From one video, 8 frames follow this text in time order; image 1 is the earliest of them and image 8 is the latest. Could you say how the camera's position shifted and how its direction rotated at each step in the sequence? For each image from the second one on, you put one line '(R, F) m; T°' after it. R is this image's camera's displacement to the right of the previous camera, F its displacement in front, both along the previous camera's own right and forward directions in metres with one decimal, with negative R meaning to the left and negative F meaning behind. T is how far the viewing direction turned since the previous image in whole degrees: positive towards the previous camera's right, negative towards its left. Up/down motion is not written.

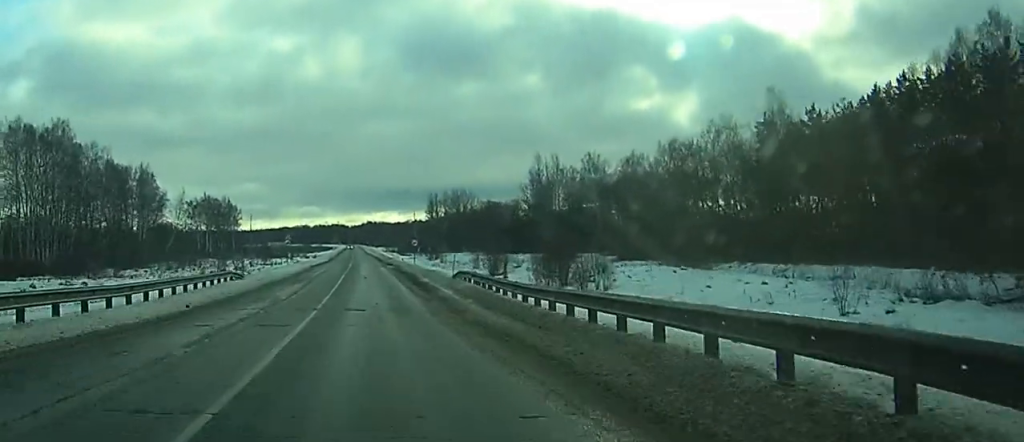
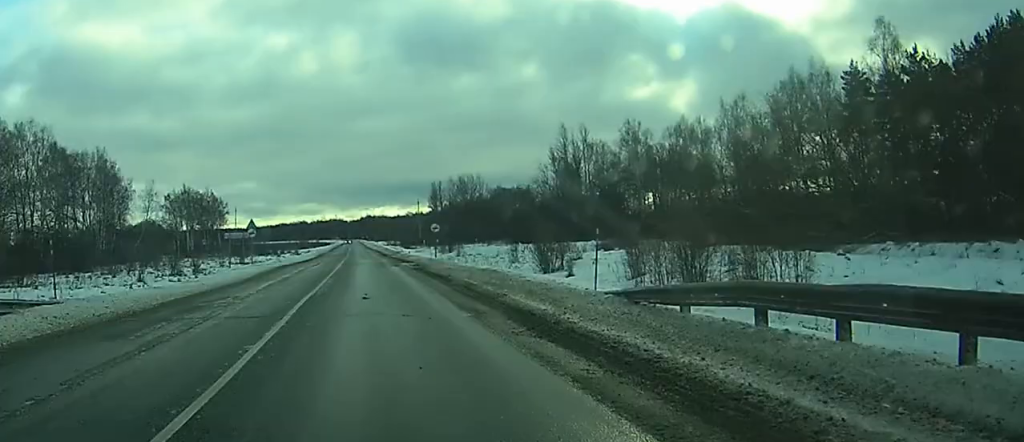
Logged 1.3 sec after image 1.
(0.0, +31.5) m; 0°
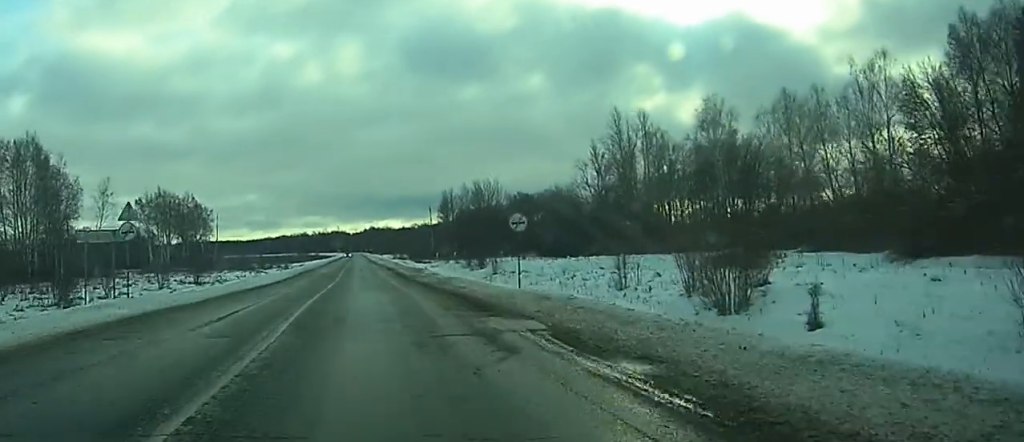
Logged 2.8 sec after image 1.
(+0.1, +37.2) m; 0°
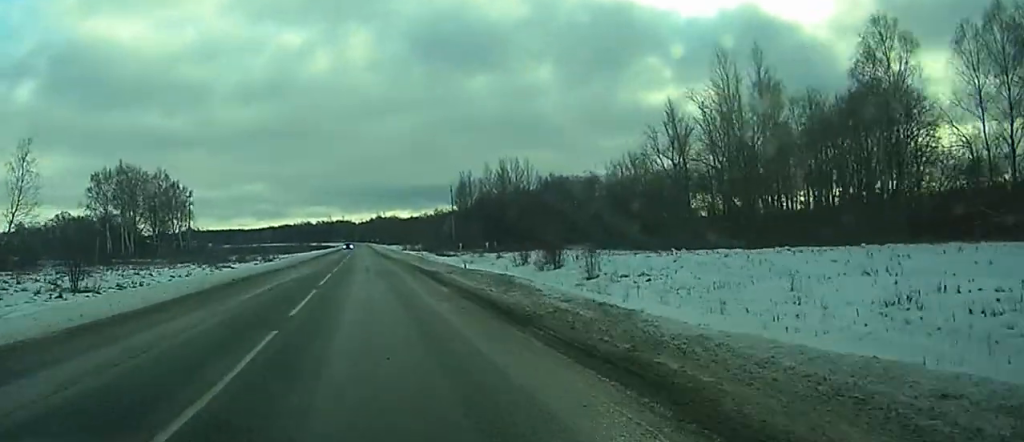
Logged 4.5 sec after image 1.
(0.0, +41.9) m; 0°
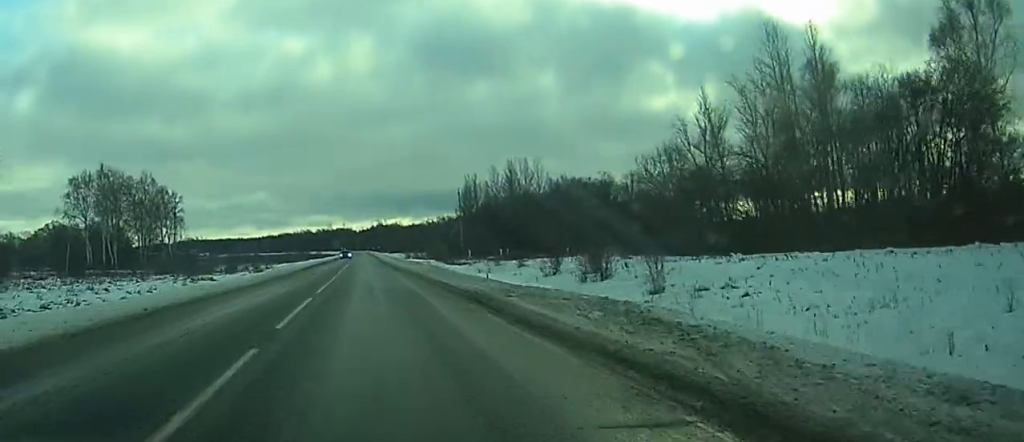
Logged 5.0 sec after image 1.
(0.0, +13.9) m; 0°
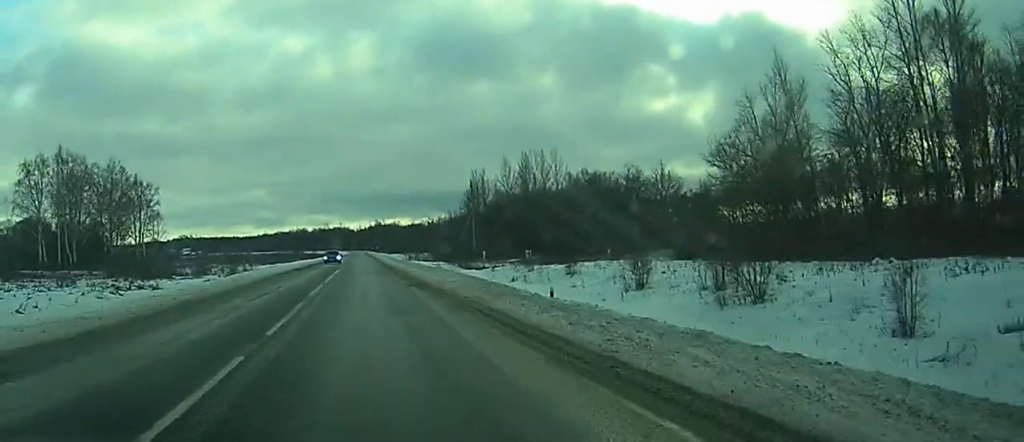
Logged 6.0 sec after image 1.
(0.0, +23.9) m; 0°
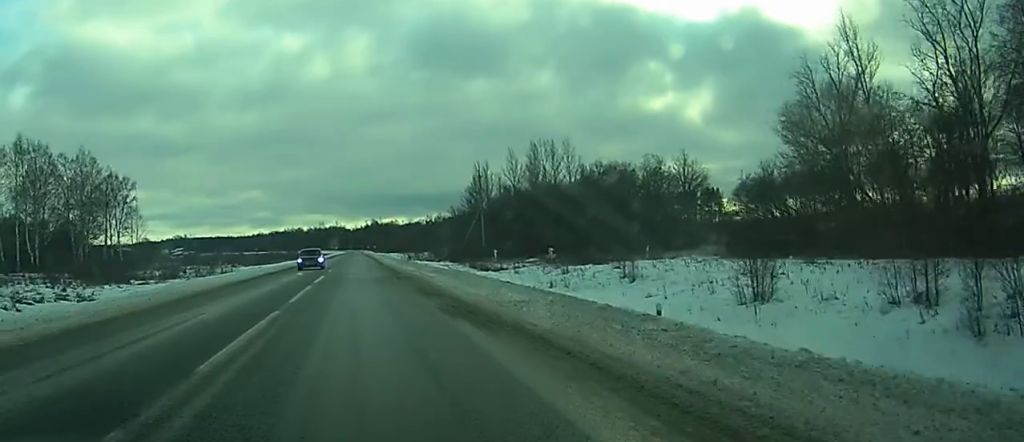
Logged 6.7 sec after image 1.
(-0.1, +16.6) m; 0°
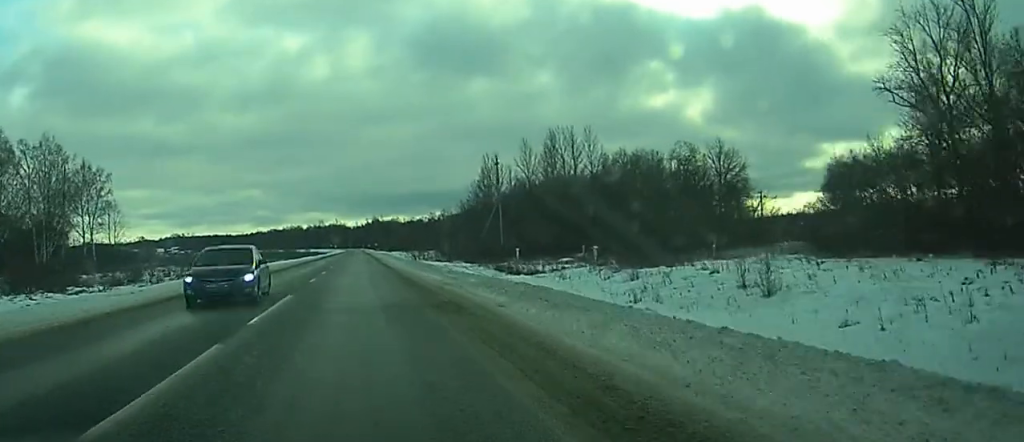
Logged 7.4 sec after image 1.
(0.0, +18.3) m; 0°
